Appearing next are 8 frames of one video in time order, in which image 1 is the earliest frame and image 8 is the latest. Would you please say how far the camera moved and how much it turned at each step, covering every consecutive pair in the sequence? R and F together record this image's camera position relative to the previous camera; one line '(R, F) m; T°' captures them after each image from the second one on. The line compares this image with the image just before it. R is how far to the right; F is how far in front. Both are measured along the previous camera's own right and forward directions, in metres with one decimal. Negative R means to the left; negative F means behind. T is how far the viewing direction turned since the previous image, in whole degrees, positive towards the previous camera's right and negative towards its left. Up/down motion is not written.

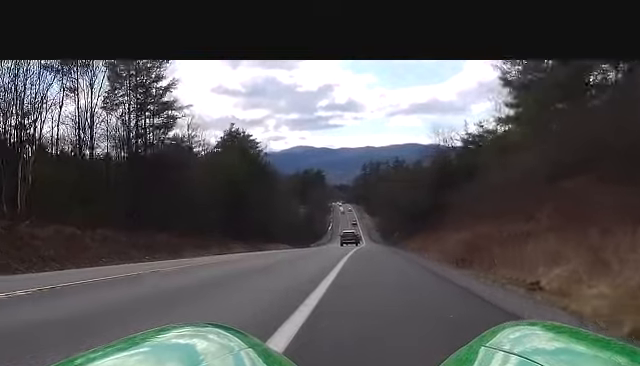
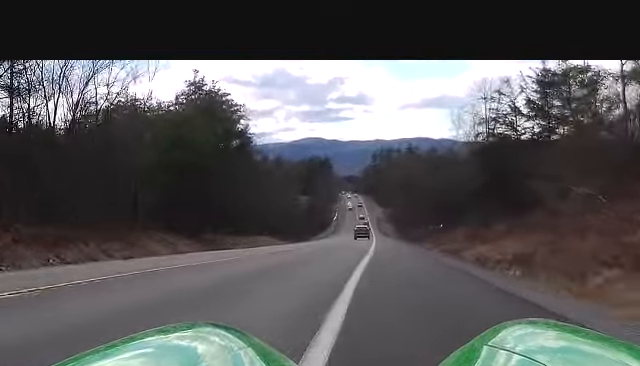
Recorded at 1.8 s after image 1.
(0.0, +36.7) m; 0°
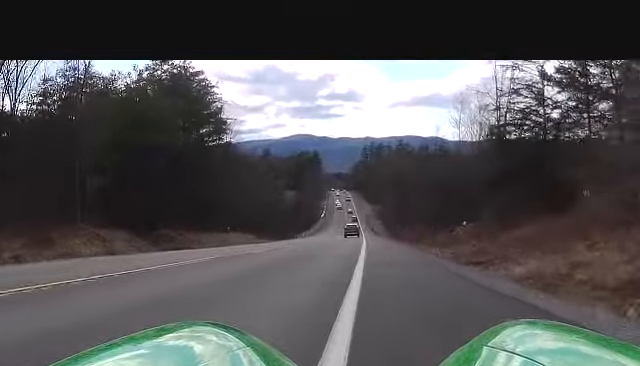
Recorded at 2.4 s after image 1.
(0.0, +12.7) m; 0°
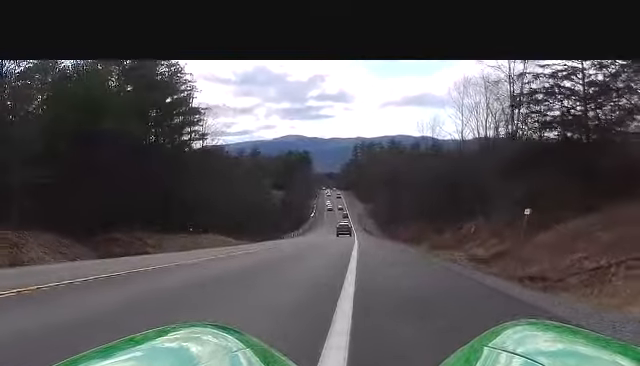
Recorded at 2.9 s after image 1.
(0.0, +11.4) m; 0°
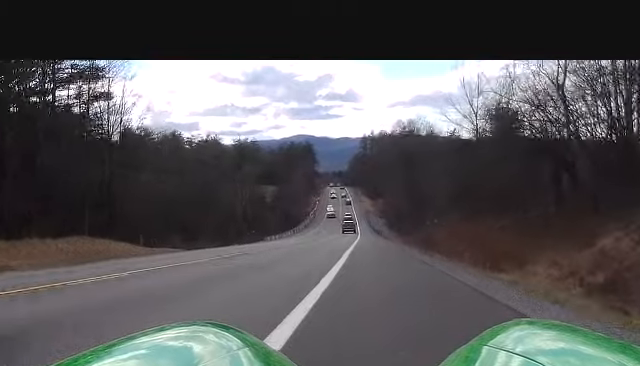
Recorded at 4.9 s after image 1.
(+0.3, +42.2) m; 0°
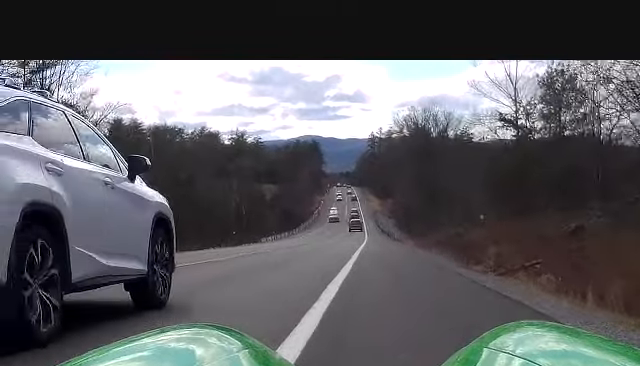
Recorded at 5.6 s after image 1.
(0.0, +15.7) m; 0°
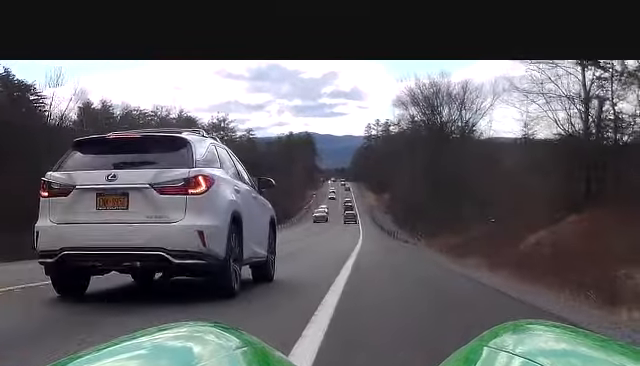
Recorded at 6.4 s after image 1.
(0.0, +18.9) m; 0°
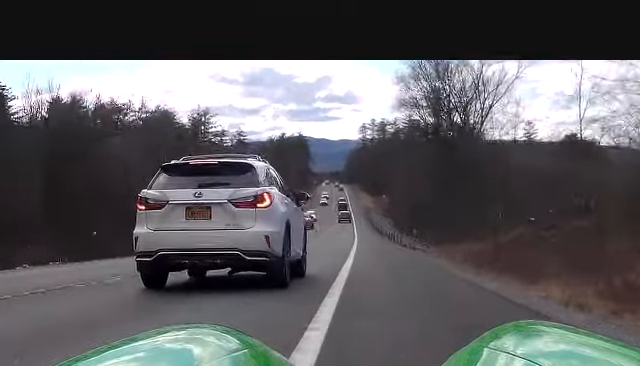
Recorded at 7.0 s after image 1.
(0.0, +14.6) m; 0°
